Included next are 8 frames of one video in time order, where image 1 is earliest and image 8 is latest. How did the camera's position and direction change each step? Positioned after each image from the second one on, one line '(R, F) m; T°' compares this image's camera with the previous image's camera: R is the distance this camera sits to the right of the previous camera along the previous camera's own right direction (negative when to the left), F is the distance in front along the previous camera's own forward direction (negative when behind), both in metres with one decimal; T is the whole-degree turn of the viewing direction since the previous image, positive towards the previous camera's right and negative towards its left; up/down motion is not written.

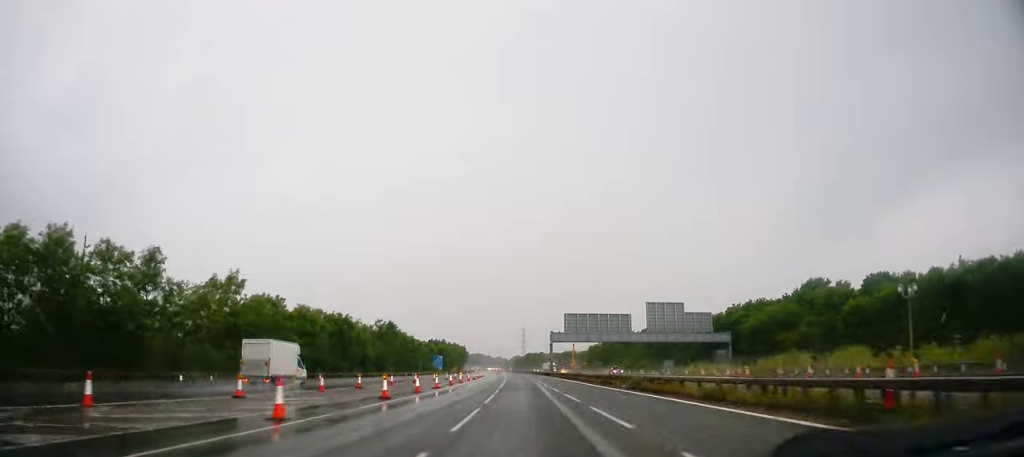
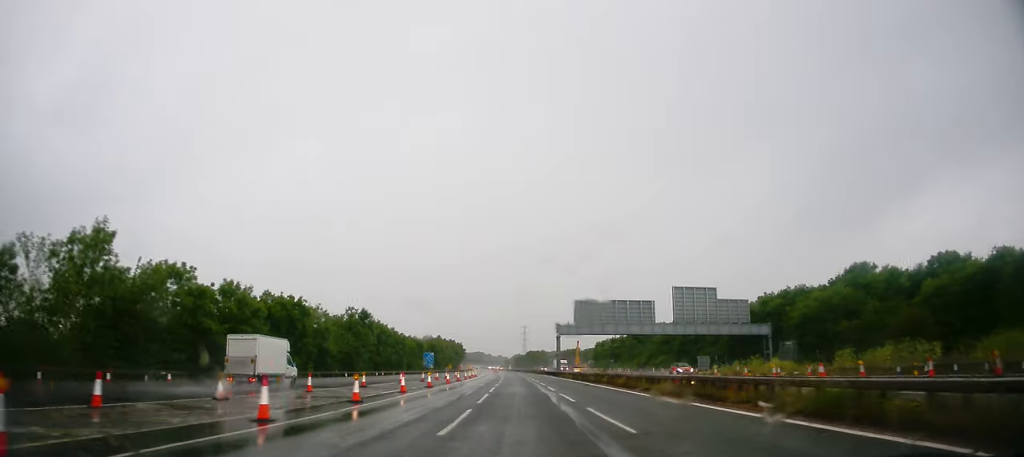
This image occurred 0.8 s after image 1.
(-0.1, +18.8) m; -1°
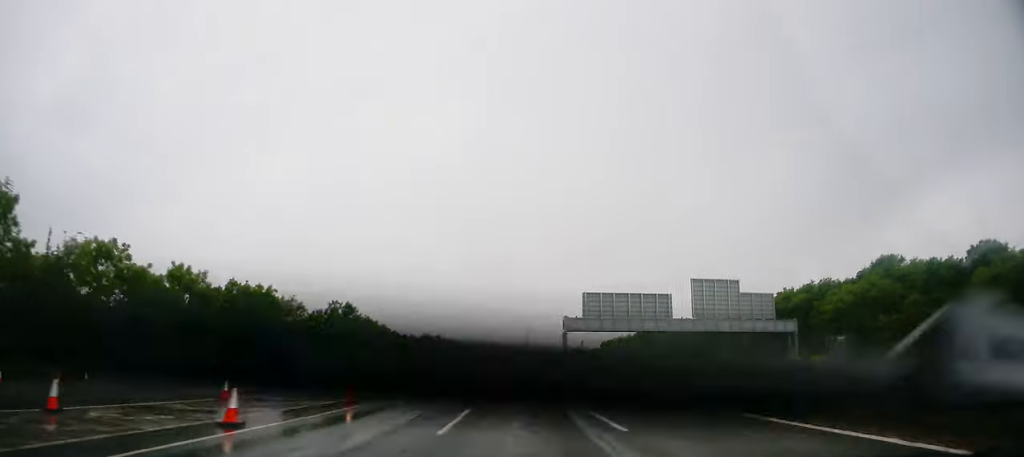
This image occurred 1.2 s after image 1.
(0.0, +9.0) m; 0°
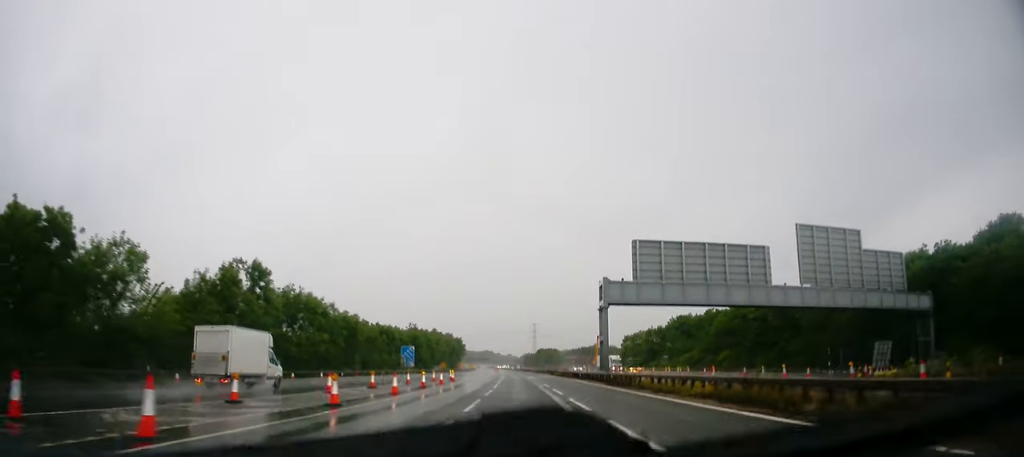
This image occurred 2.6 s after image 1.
(-0.1, +31.0) m; 0°
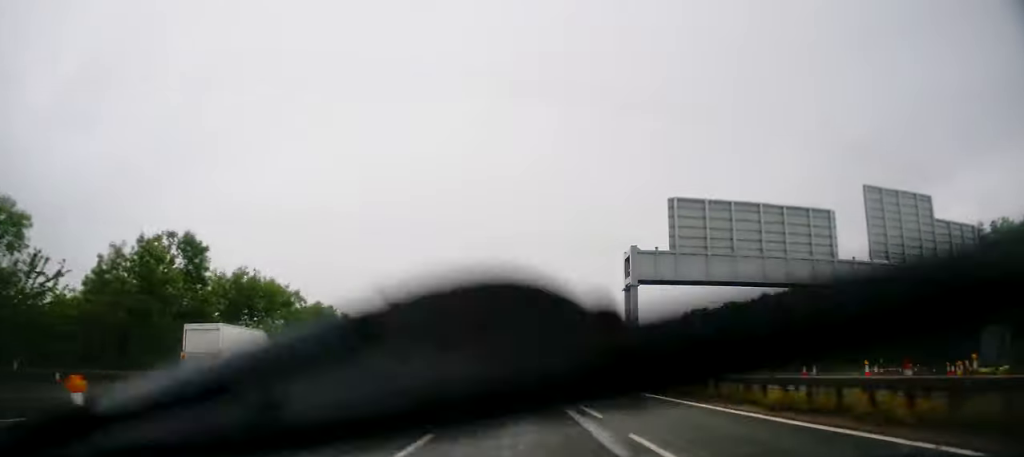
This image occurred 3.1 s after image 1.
(+0.2, +11.5) m; 0°
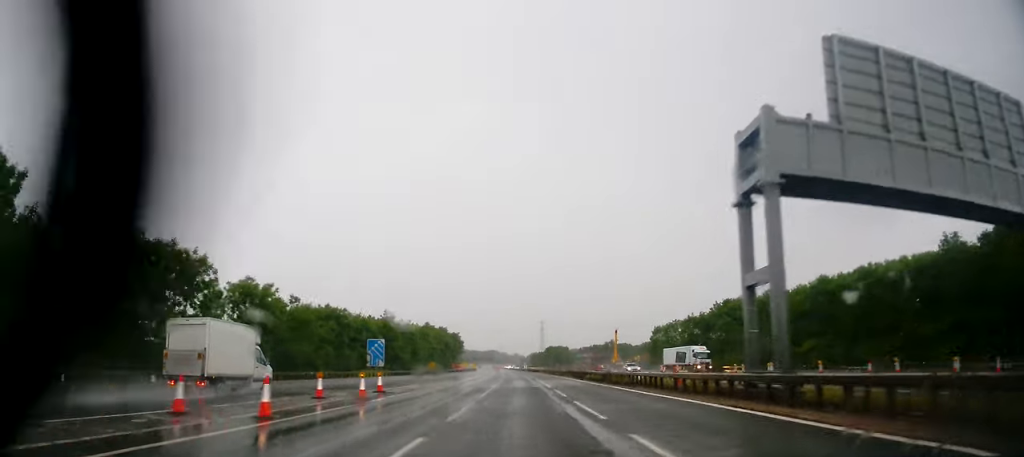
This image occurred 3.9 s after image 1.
(-0.3, +19.0) m; 0°
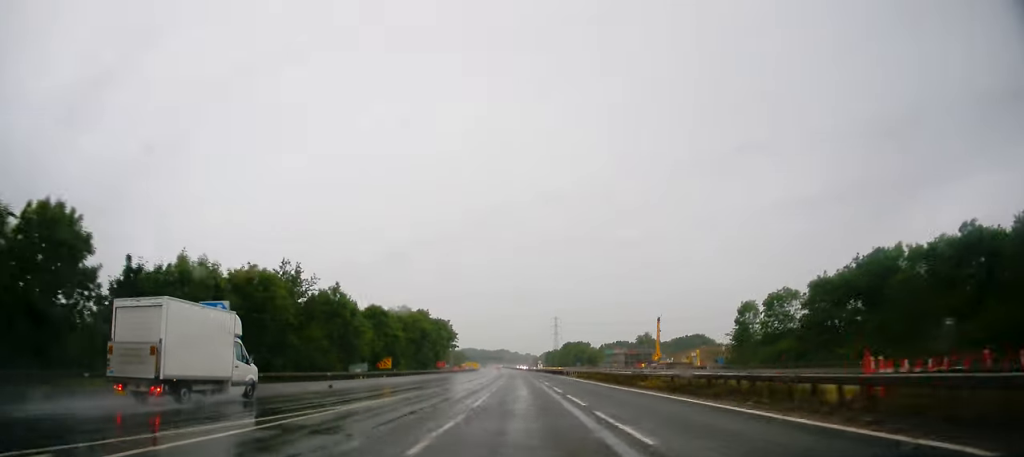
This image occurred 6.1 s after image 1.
(-0.3, +49.3) m; -1°
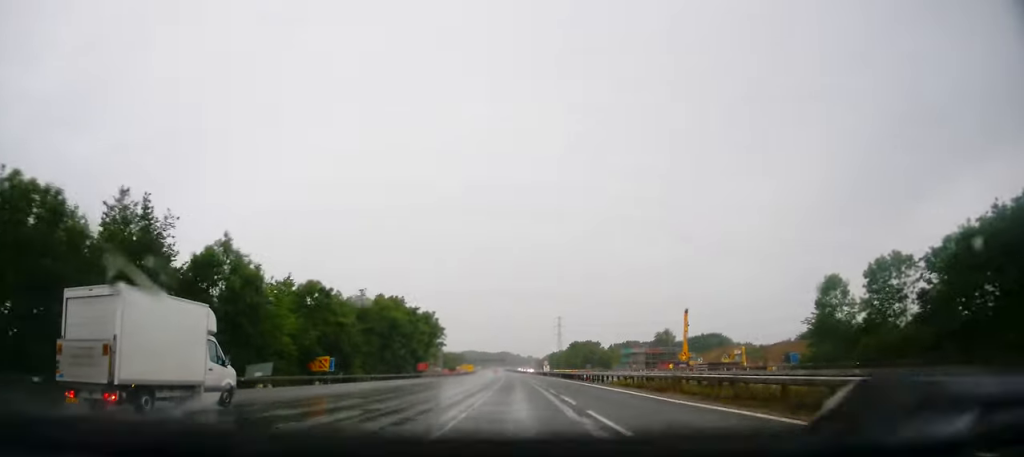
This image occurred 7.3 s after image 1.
(+0.2, +25.0) m; 0°
